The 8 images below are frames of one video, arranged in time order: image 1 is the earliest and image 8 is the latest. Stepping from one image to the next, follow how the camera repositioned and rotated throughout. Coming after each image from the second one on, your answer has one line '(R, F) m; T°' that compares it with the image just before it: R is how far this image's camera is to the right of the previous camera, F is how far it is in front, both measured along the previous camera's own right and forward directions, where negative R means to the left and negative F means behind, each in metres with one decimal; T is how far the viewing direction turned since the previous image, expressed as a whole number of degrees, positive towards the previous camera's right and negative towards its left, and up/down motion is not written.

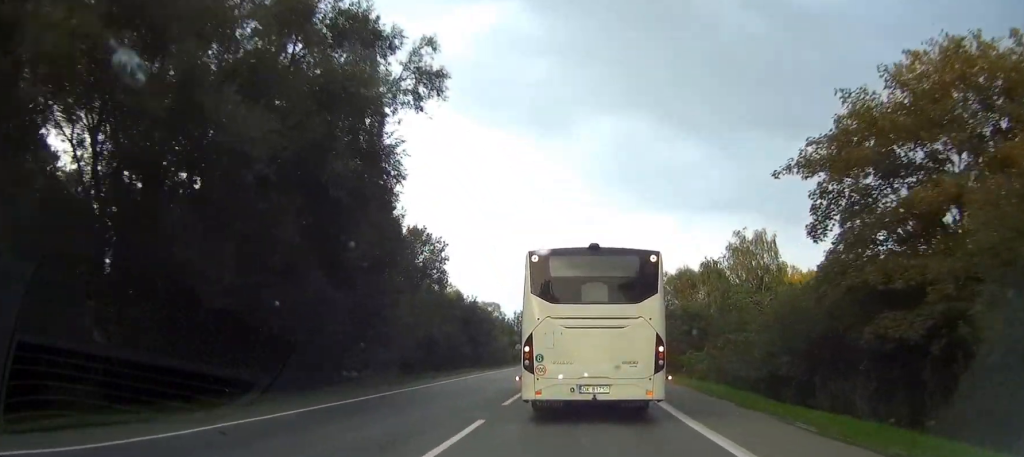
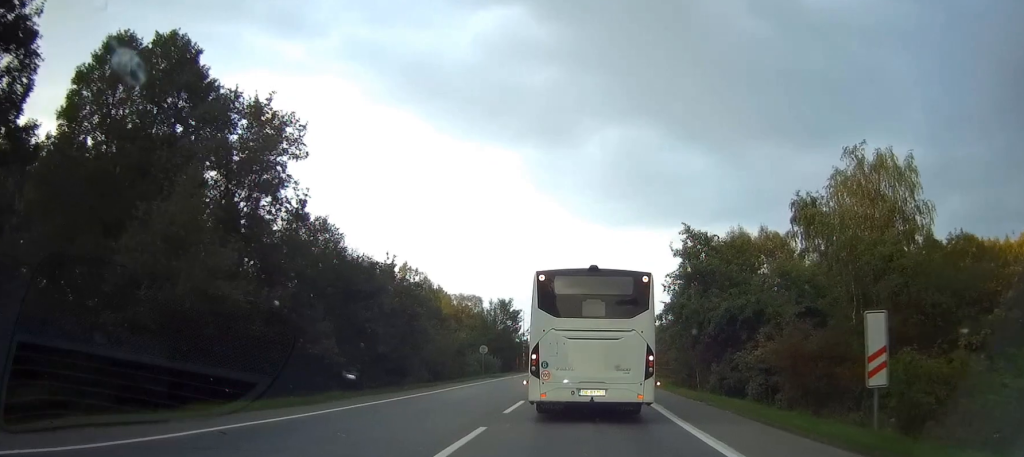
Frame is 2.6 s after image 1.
(-0.3, +35.2) m; -1°
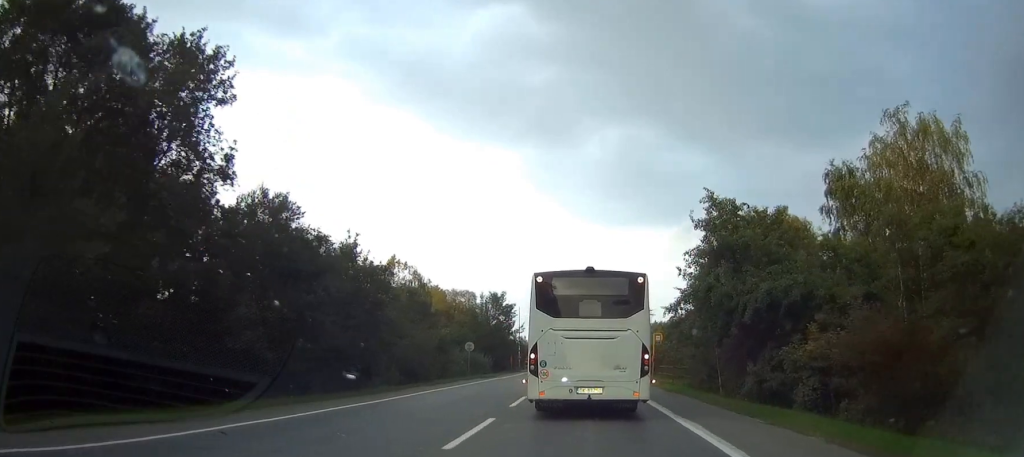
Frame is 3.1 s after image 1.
(-0.1, +7.3) m; 0°
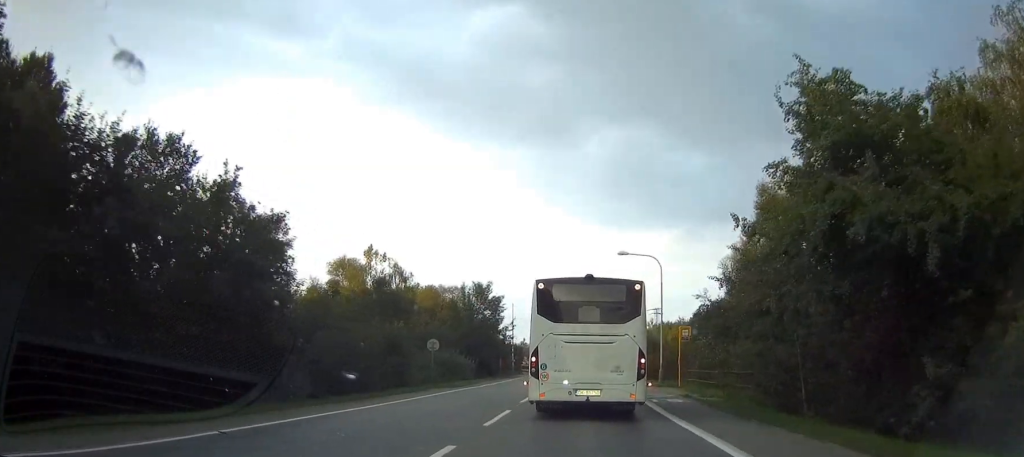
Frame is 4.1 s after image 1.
(0.0, +13.8) m; 0°
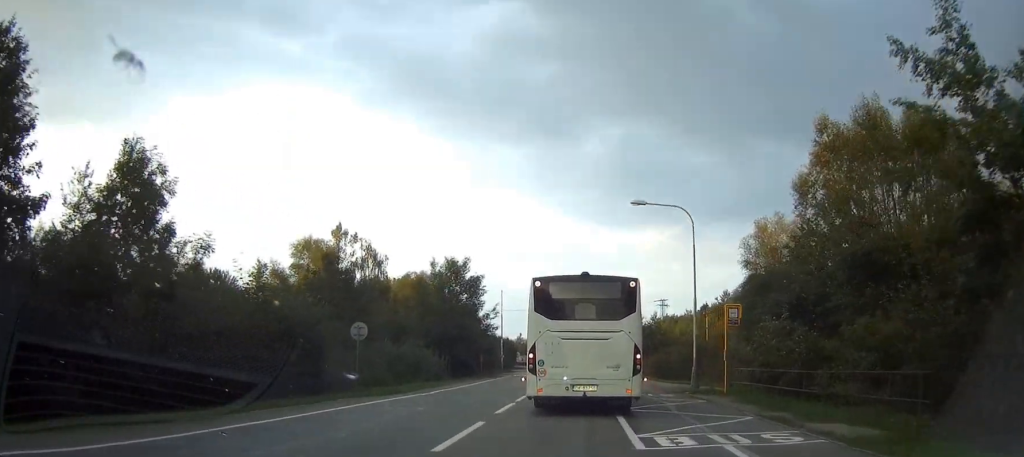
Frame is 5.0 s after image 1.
(+0.1, +13.0) m; 0°
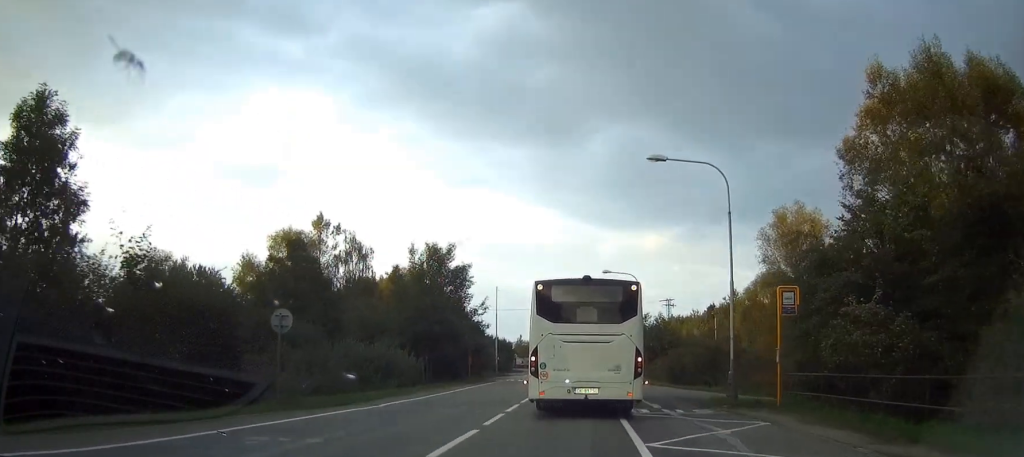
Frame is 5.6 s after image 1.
(0.0, +7.5) m; 0°
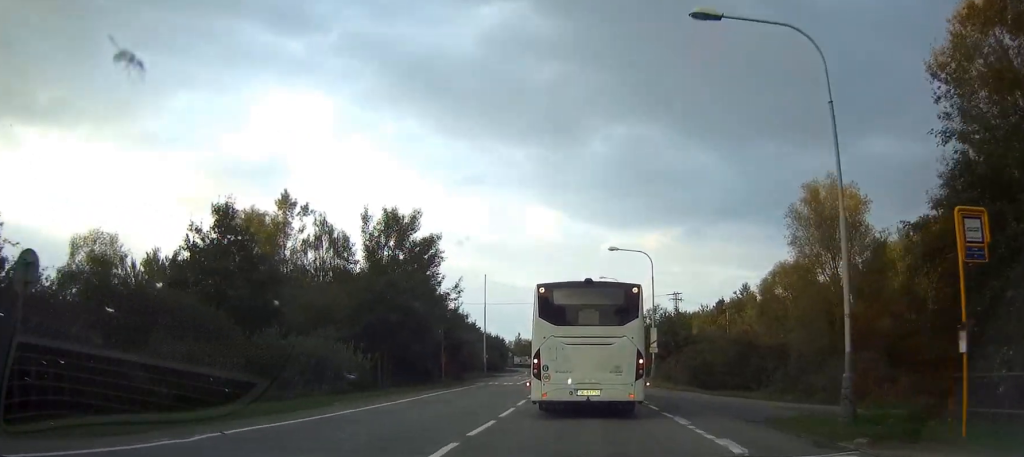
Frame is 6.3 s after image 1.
(-0.1, +10.8) m; -1°
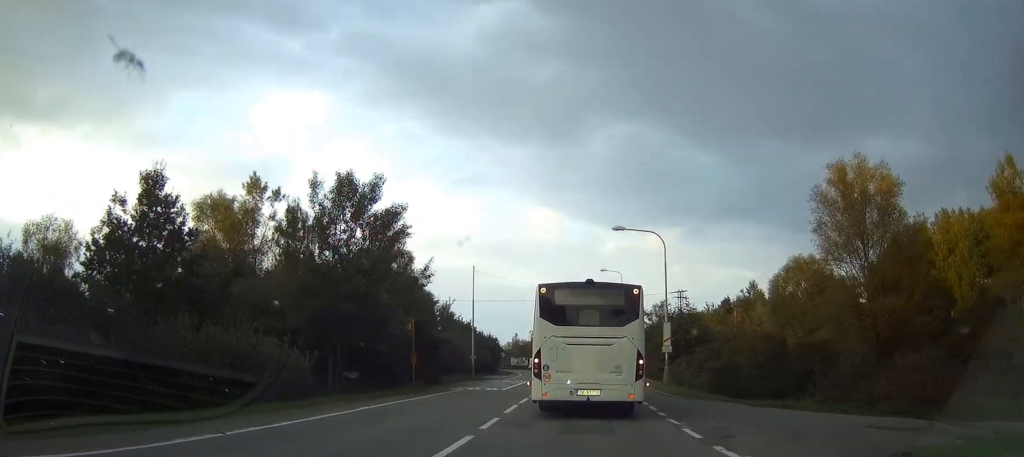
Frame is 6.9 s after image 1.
(-0.1, +7.5) m; 0°
